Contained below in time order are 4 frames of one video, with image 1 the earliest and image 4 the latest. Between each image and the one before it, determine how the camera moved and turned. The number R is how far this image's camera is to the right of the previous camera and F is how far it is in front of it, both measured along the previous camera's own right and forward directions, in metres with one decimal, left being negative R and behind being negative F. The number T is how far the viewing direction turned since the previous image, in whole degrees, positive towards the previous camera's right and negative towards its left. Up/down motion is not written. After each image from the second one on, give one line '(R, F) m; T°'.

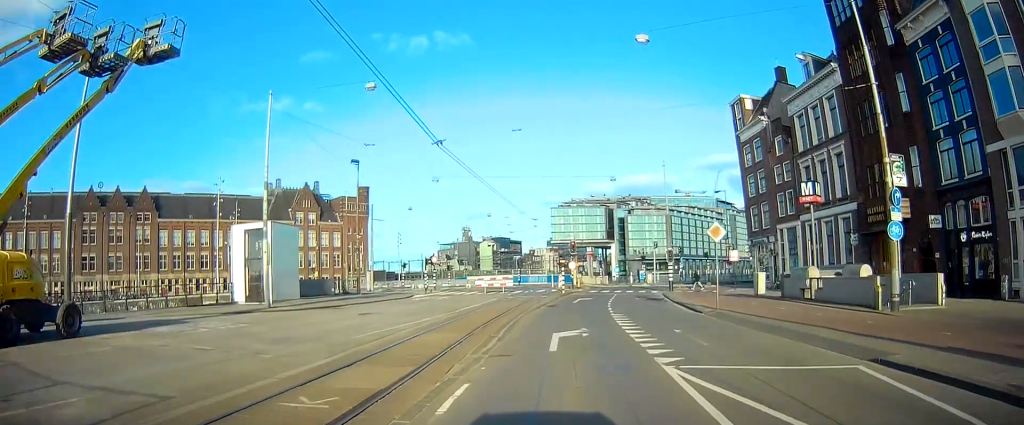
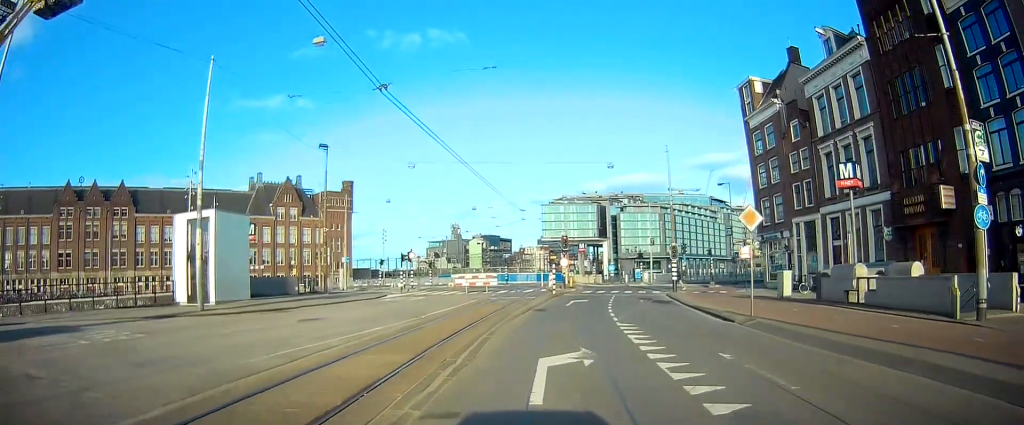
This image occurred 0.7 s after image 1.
(+0.2, +4.8) m; +2°
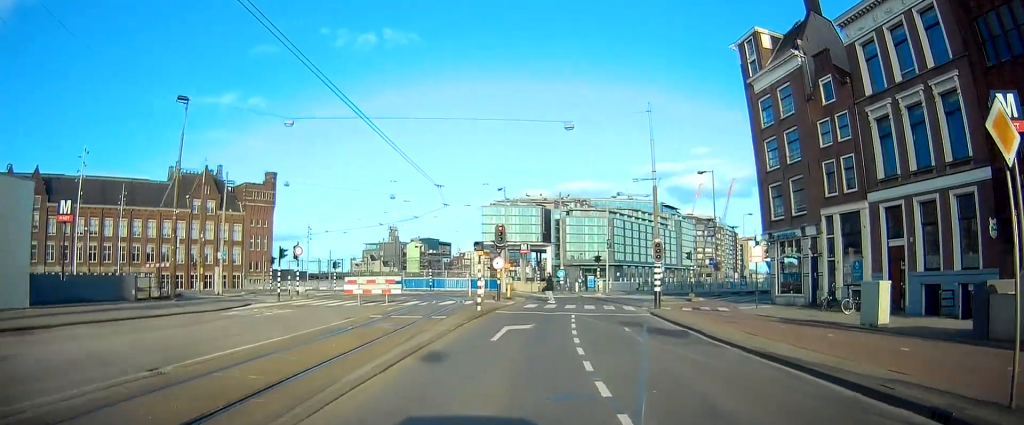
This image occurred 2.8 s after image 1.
(+0.7, +13.0) m; +8°
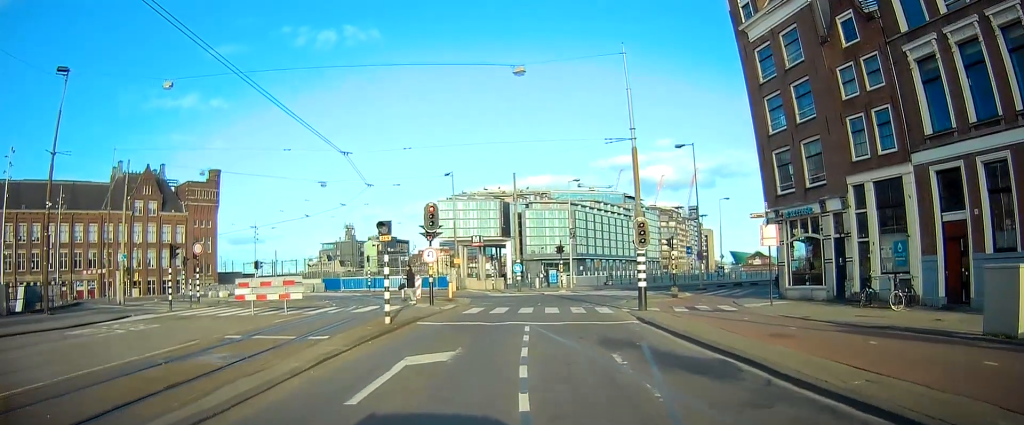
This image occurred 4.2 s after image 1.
(+0.4, +7.4) m; +8°
